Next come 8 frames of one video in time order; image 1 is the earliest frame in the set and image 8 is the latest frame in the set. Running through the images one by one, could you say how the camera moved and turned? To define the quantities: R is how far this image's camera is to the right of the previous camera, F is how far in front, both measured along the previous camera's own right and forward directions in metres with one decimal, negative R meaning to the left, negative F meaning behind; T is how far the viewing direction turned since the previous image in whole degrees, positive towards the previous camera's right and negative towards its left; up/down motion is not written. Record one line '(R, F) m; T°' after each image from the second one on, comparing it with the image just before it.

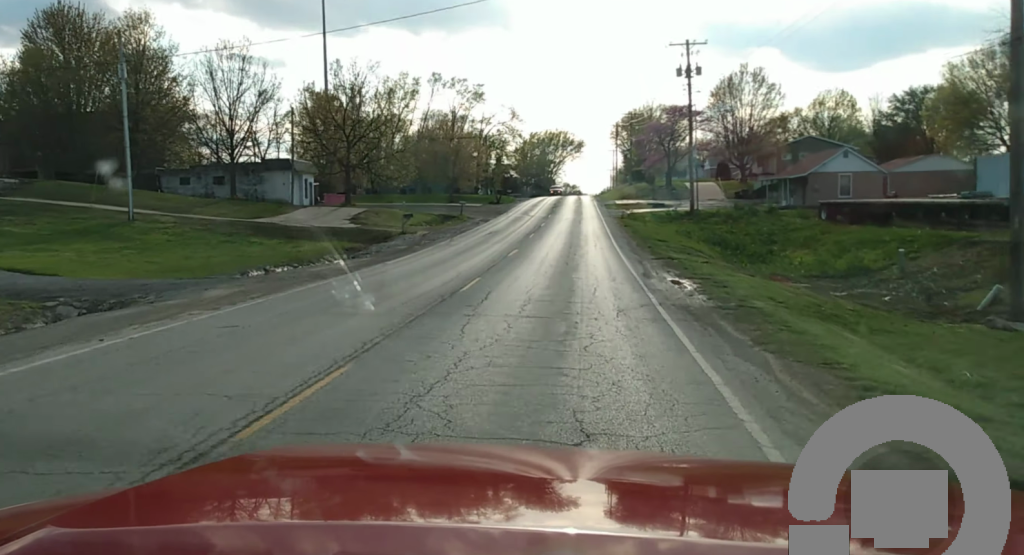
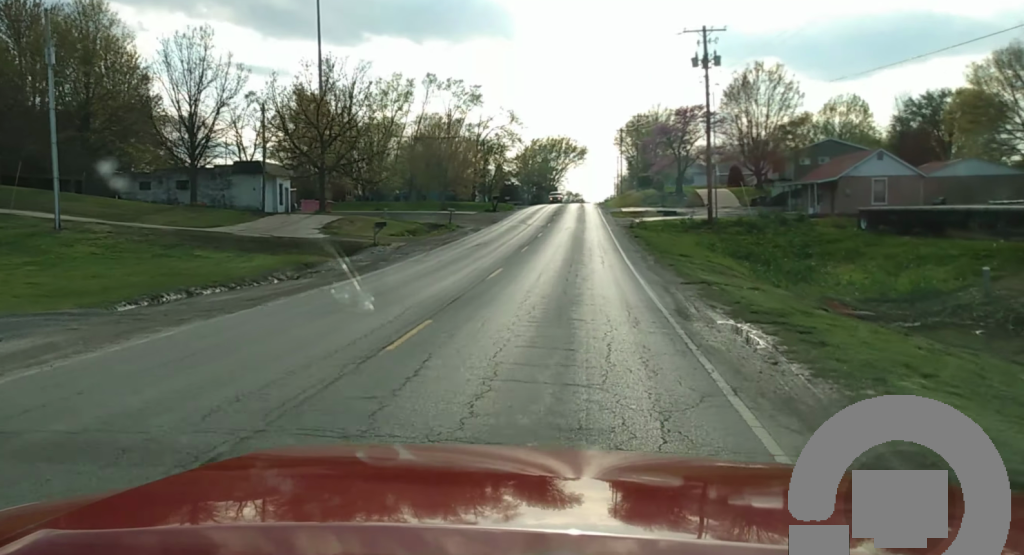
(0.0, +8.0) m; 0°
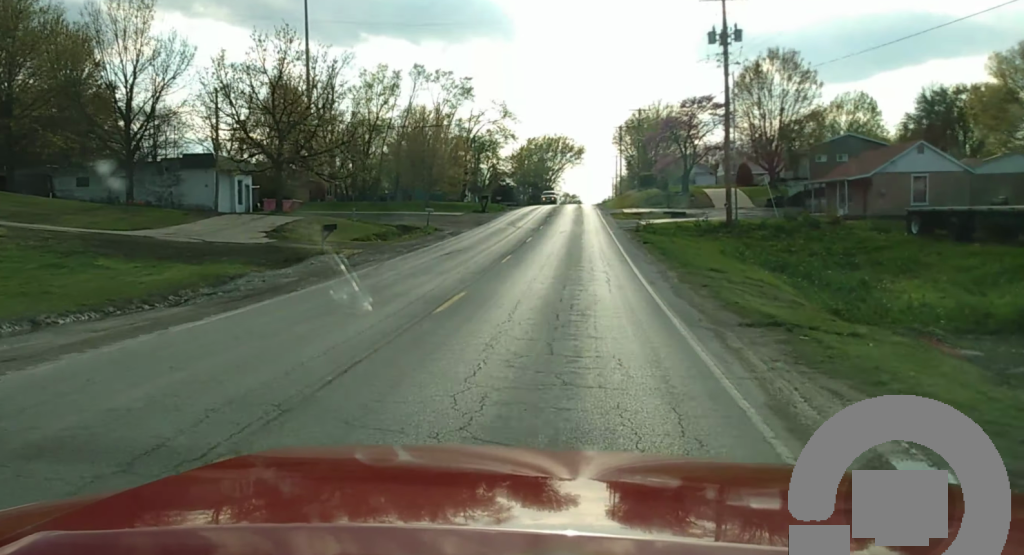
(0.0, +8.6) m; 0°
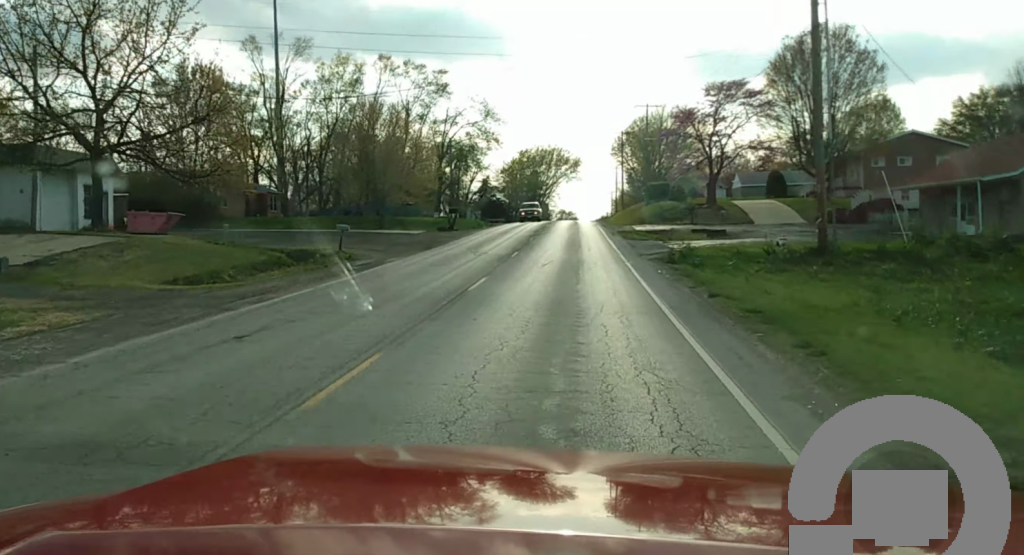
(0.0, +21.6) m; 0°
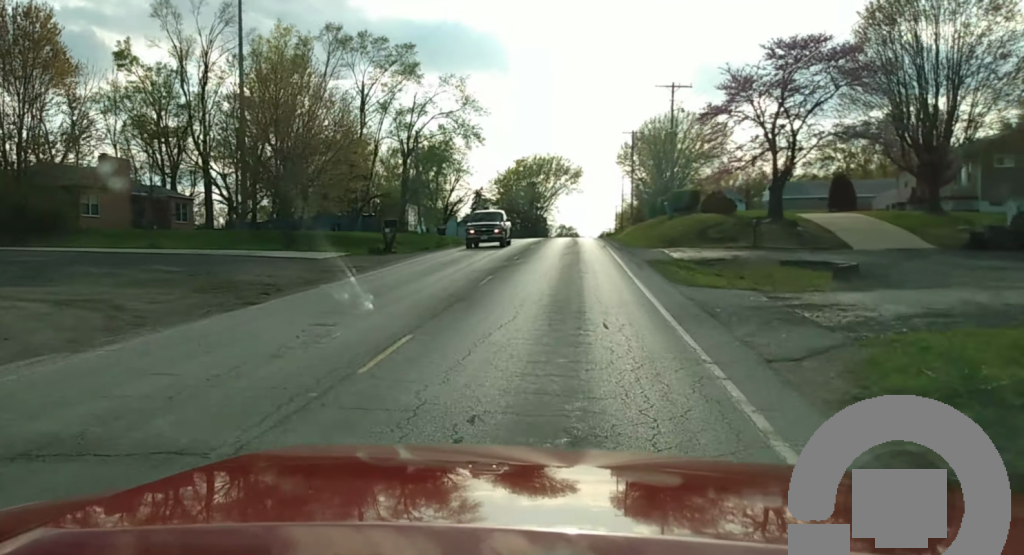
(+0.2, +24.7) m; +1°
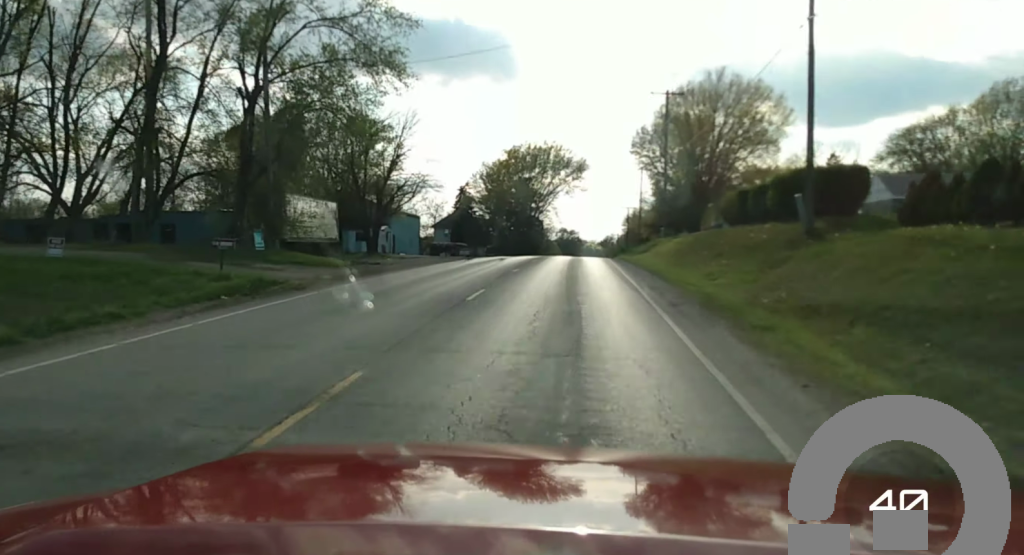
(+0.1, +40.4) m; 0°
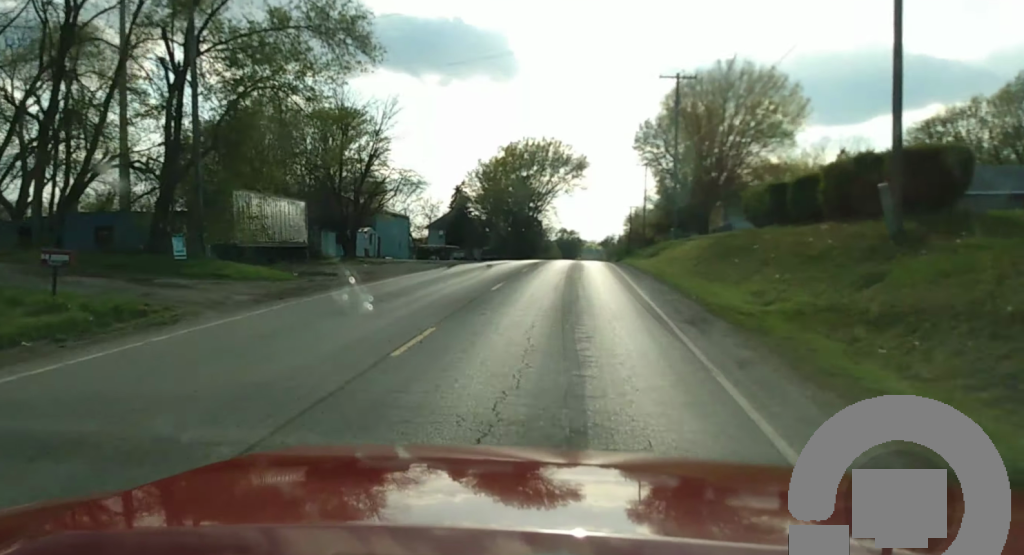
(+0.1, +7.6) m; -1°
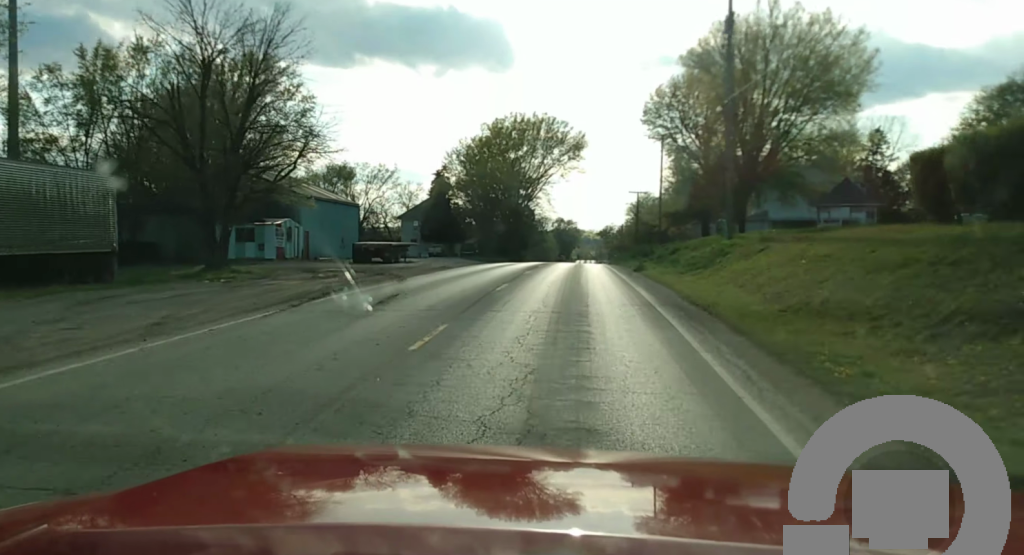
(-0.6, +24.4) m; -2°
